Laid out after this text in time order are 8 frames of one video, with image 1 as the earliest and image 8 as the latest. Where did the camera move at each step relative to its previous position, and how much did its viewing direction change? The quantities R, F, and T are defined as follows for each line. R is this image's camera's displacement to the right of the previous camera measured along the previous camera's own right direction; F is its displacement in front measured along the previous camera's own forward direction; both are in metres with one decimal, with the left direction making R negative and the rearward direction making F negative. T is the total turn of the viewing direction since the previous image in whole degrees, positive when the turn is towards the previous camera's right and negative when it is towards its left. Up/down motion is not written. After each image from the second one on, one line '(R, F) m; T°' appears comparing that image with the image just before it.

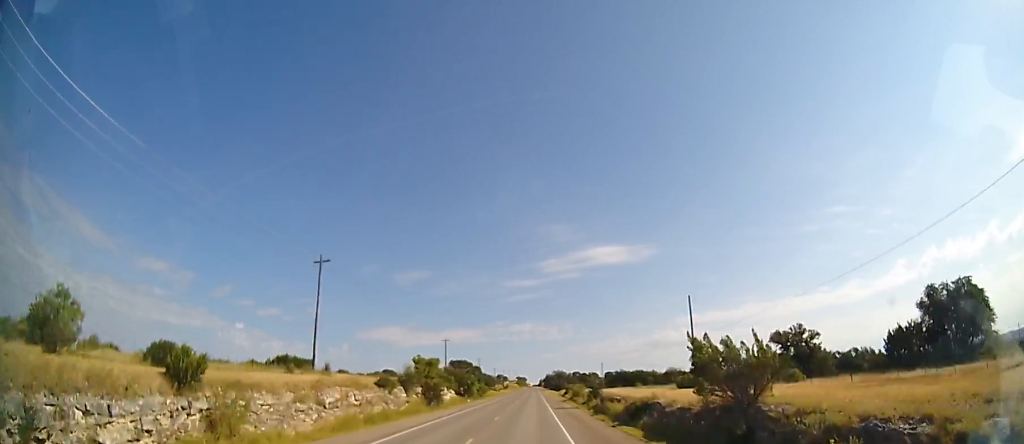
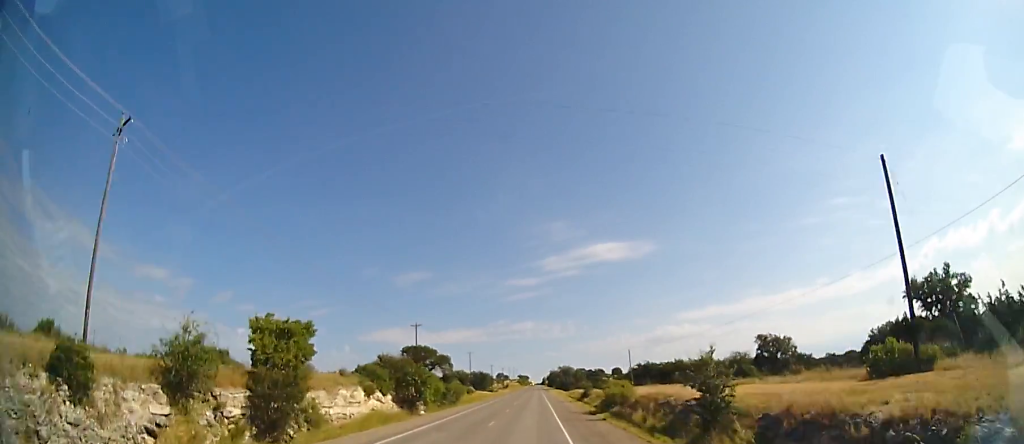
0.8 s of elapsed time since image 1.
(-0.2, +27.6) m; -1°
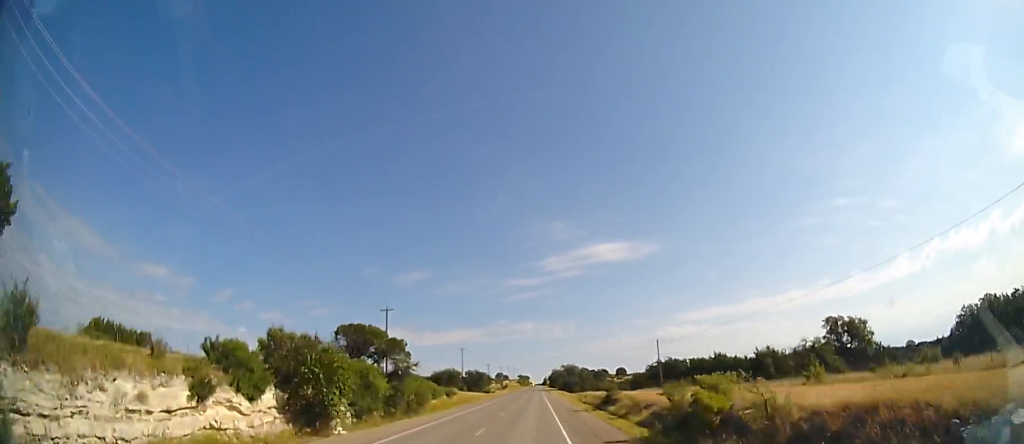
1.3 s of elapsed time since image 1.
(-0.1, +16.6) m; 0°
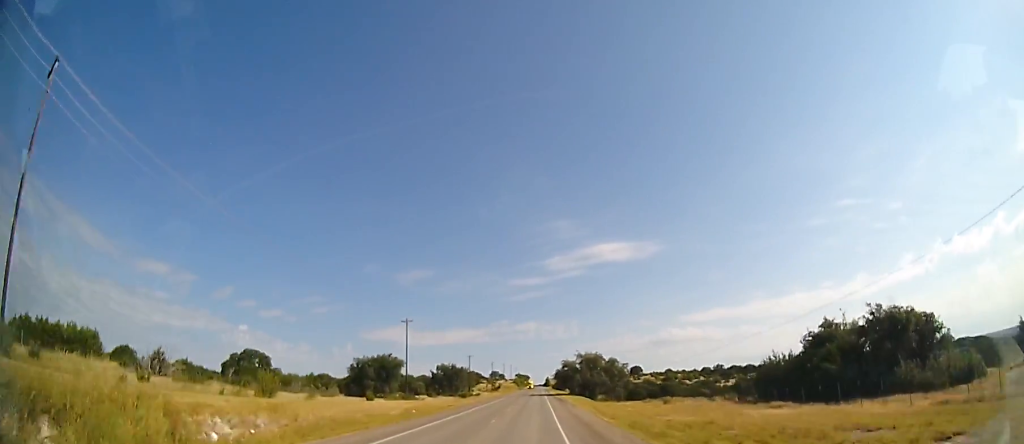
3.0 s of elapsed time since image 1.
(-0.7, +55.4) m; -1°
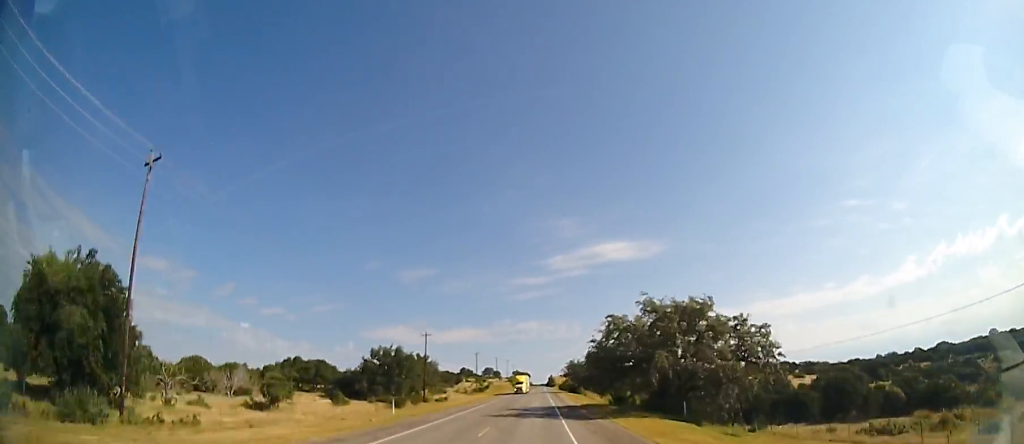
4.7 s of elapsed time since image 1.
(+0.6, +55.3) m; +1°
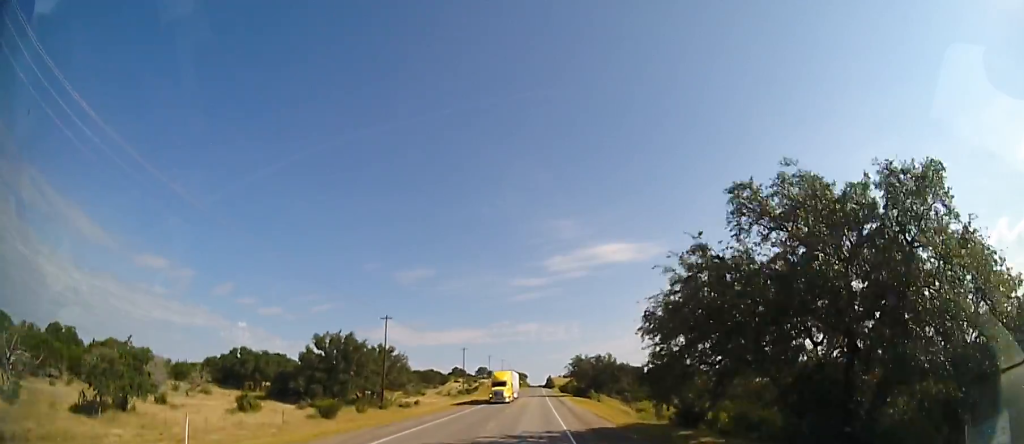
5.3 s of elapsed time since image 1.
(0.0, +21.0) m; 0°
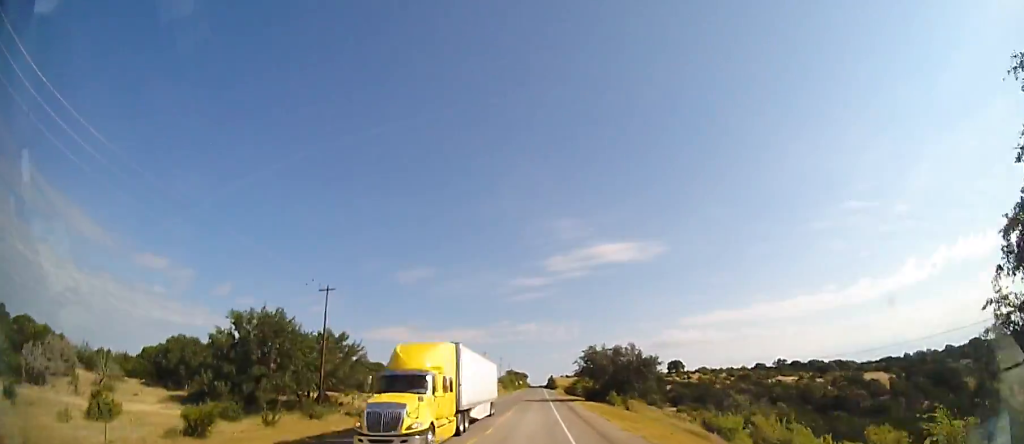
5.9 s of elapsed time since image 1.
(0.0, +18.8) m; 0°
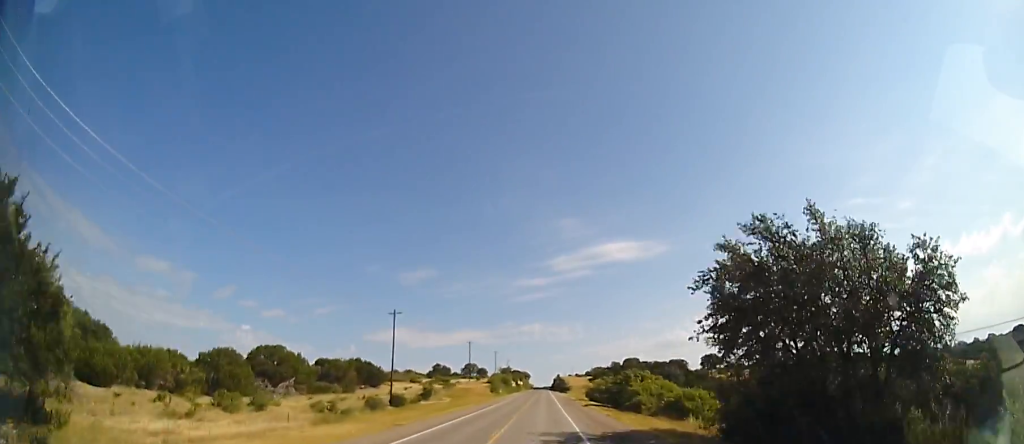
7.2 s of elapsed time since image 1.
(-0.5, +45.4) m; 0°
